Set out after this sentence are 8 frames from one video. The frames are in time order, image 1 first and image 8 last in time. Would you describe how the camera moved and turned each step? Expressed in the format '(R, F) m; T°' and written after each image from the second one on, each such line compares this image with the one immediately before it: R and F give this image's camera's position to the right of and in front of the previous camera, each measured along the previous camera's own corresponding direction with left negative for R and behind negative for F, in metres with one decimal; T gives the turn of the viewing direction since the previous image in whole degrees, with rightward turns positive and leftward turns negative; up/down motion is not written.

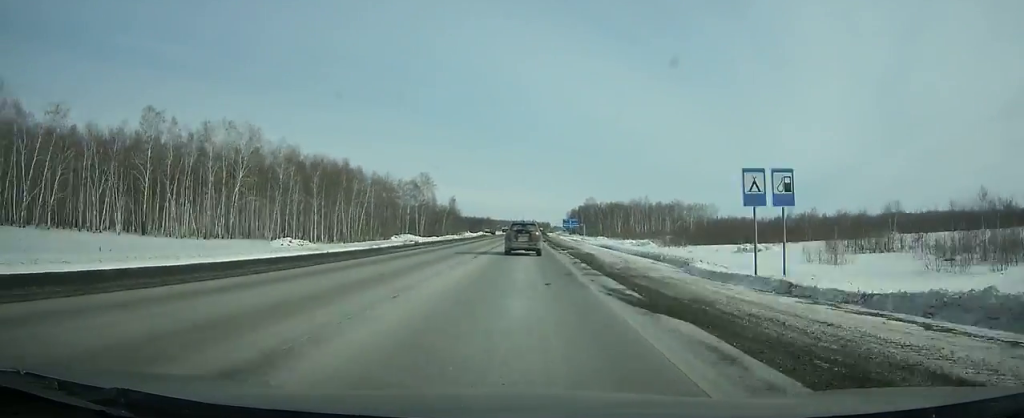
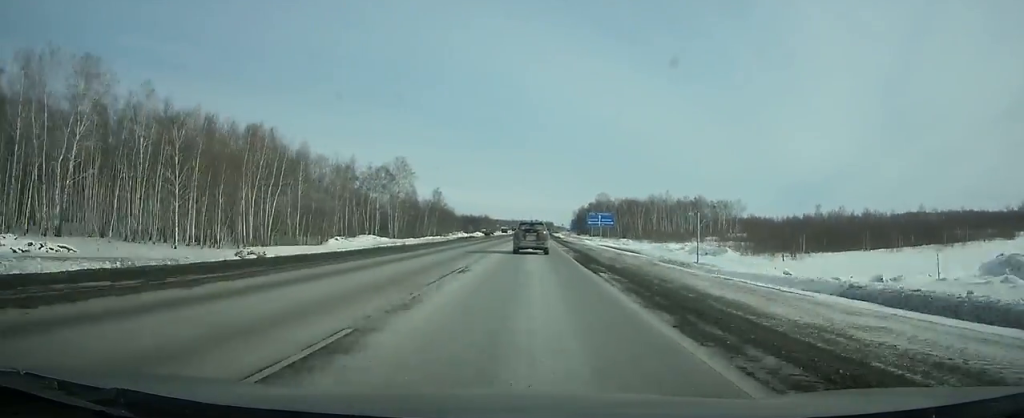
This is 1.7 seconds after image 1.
(+0.1, +44.7) m; 0°
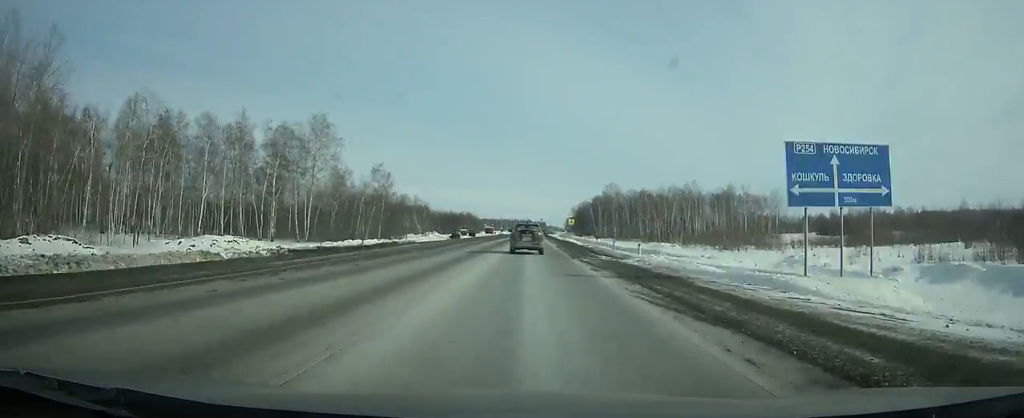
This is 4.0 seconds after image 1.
(+0.1, +60.3) m; 0°
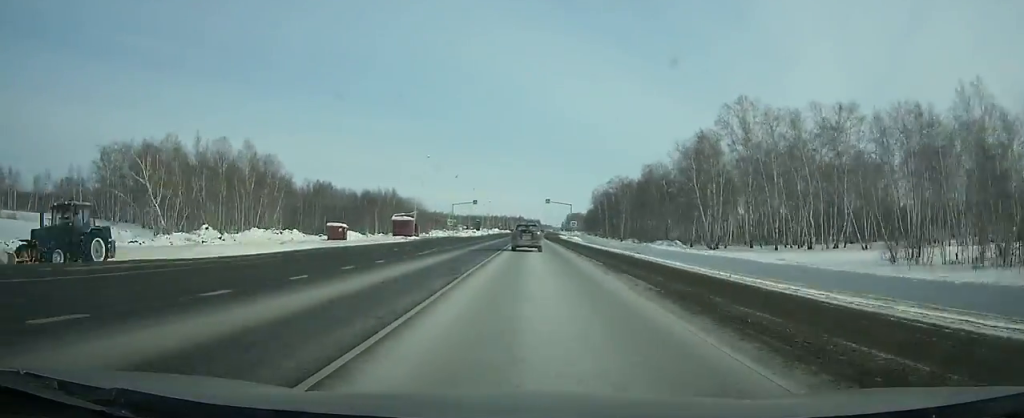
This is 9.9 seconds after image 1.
(+1.8, +154.6) m; +1°
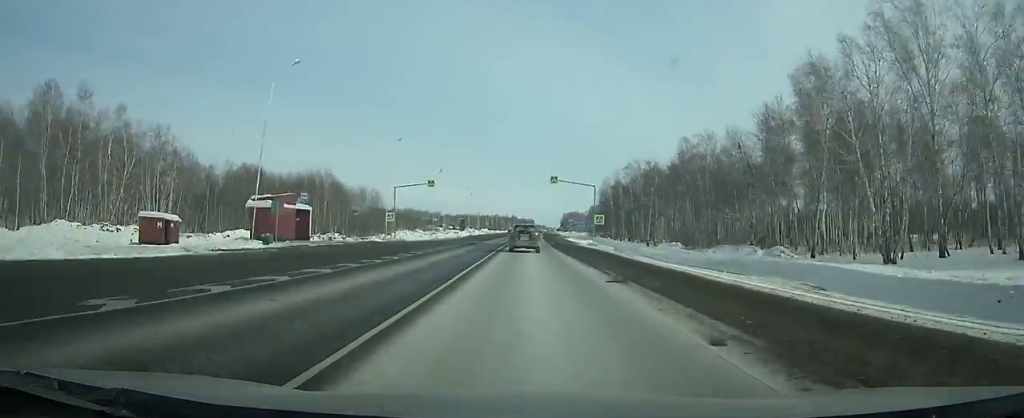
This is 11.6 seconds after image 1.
(0.0, +44.7) m; 0°
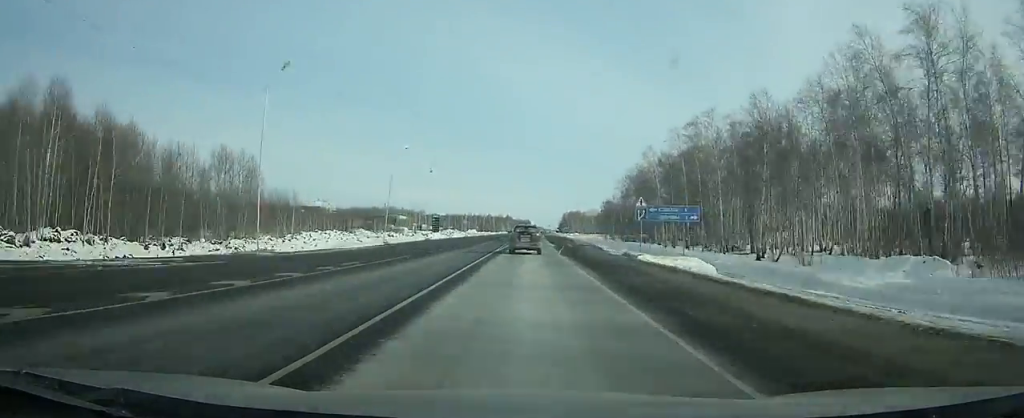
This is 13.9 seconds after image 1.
(+0.2, +60.6) m; +1°
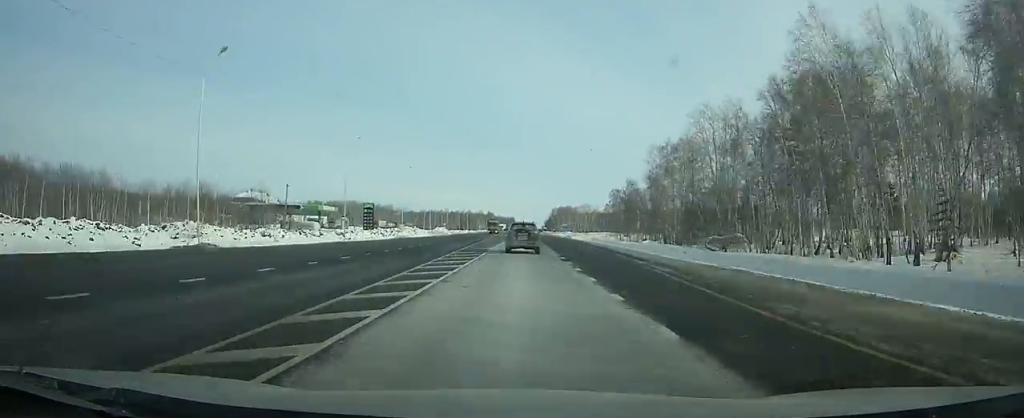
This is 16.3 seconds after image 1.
(+0.5, +63.2) m; +1°
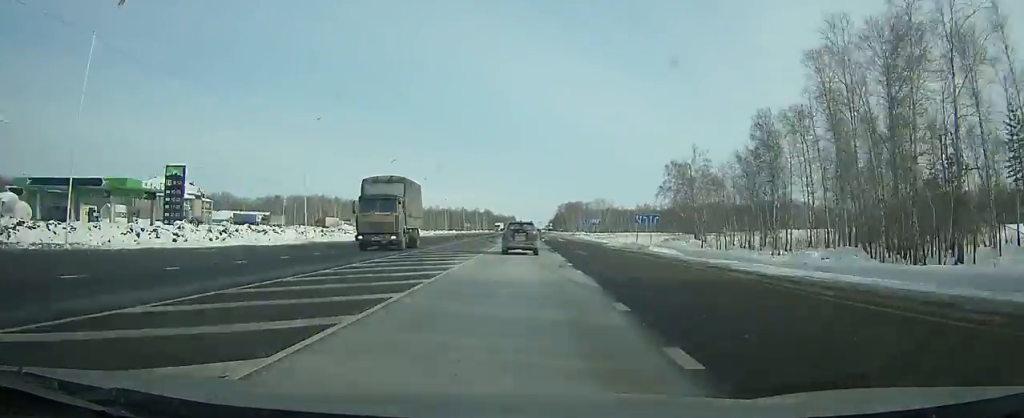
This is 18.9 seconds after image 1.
(+0.6, +68.0) m; 0°
